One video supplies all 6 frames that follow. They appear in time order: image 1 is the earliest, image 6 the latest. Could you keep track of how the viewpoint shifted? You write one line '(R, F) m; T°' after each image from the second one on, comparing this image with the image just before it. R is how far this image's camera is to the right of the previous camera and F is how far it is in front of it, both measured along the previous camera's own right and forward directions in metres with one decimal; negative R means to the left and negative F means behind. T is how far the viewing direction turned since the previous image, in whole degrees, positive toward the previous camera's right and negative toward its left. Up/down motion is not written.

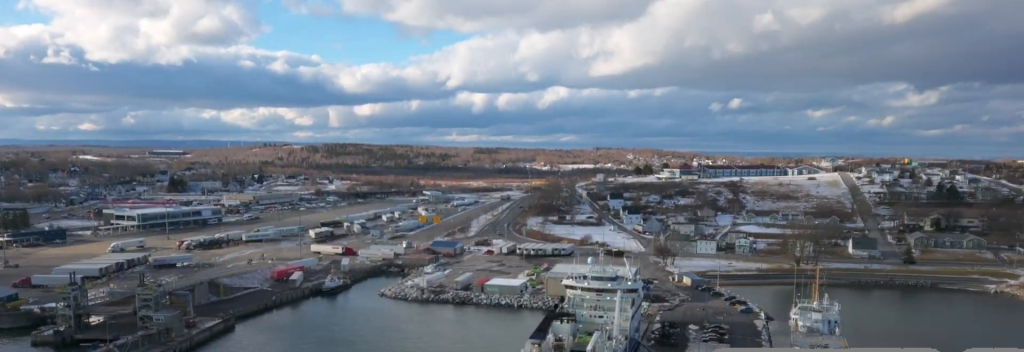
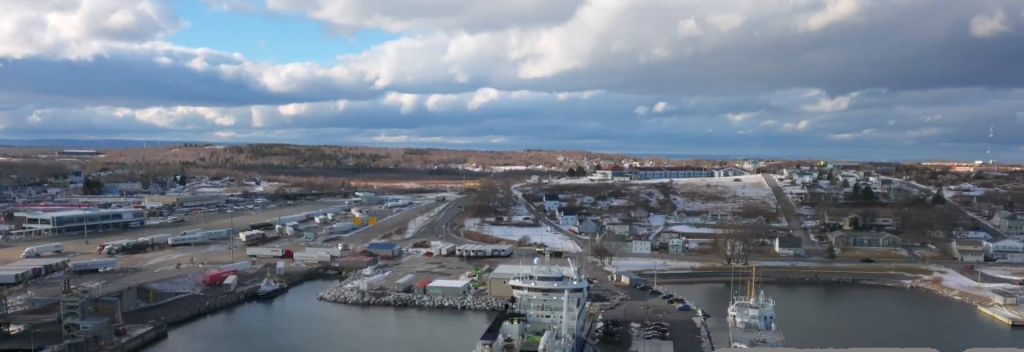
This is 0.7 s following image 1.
(+0.2, +2.8) m; +5°
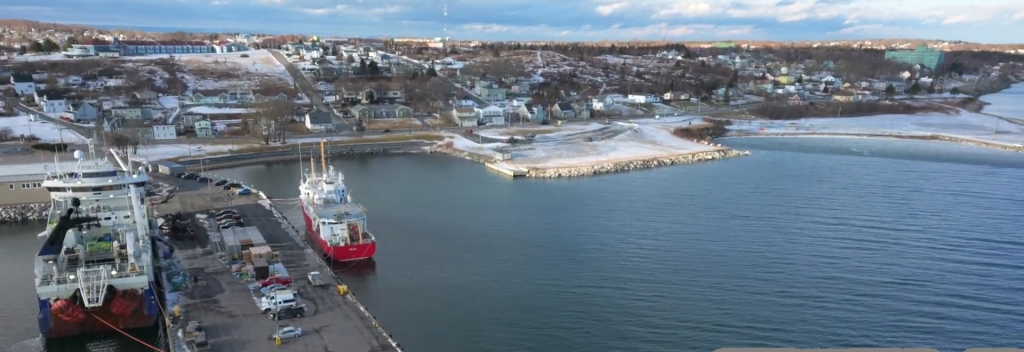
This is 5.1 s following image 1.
(+13.0, +1.3) m; +113°
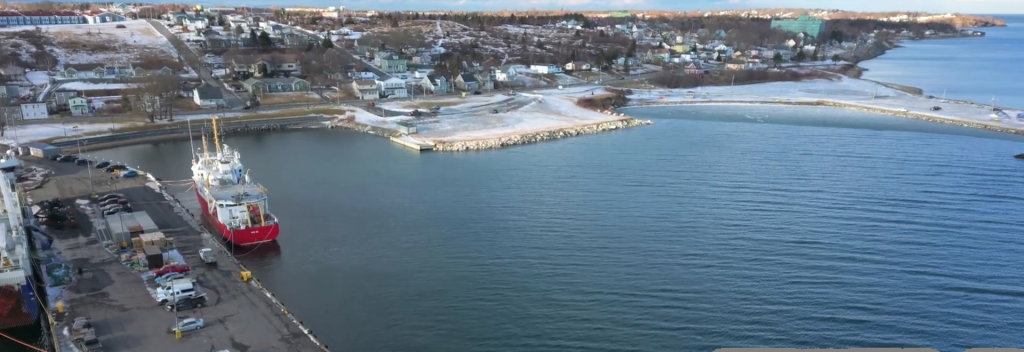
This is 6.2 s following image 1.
(+0.3, +9.1) m; +3°
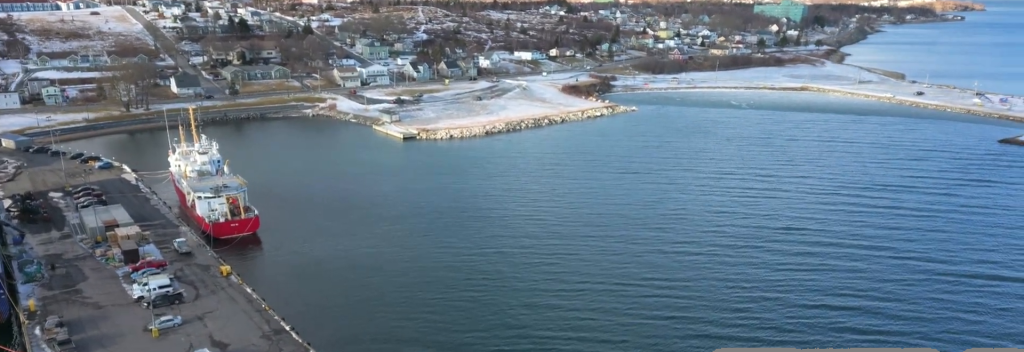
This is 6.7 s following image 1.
(+0.1, +5.0) m; +1°
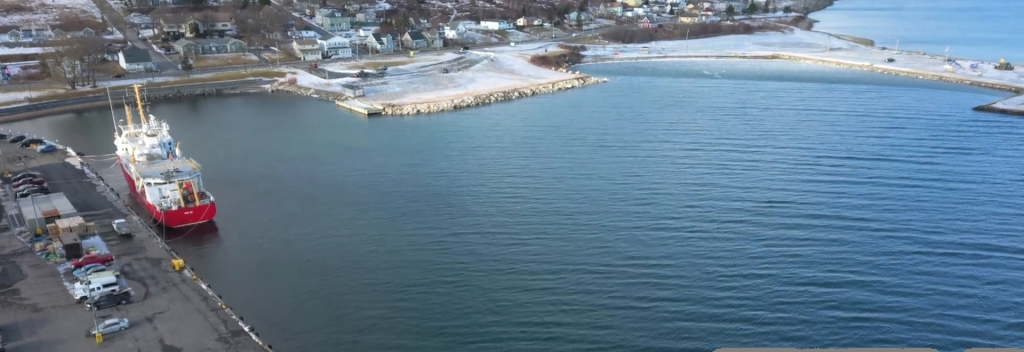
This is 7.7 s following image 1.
(+0.2, +11.5) m; +1°
